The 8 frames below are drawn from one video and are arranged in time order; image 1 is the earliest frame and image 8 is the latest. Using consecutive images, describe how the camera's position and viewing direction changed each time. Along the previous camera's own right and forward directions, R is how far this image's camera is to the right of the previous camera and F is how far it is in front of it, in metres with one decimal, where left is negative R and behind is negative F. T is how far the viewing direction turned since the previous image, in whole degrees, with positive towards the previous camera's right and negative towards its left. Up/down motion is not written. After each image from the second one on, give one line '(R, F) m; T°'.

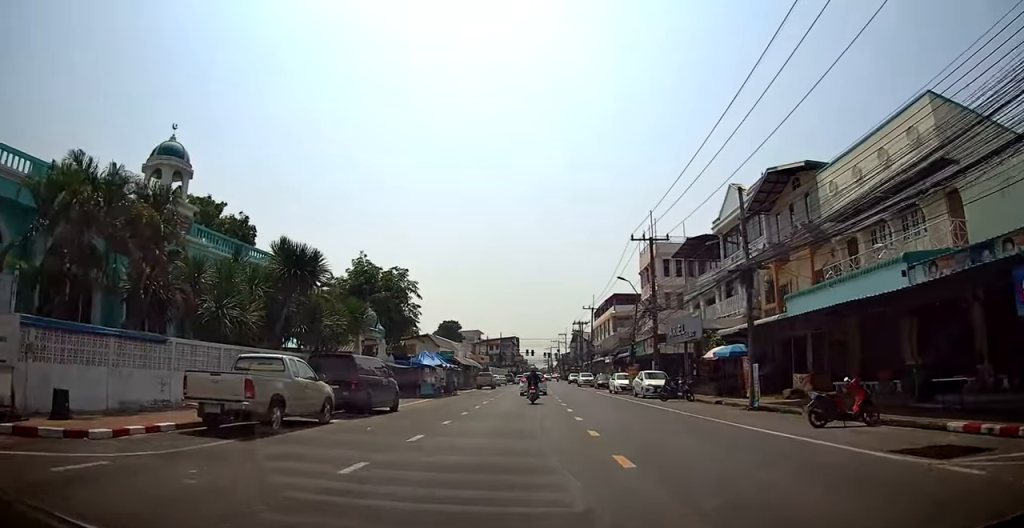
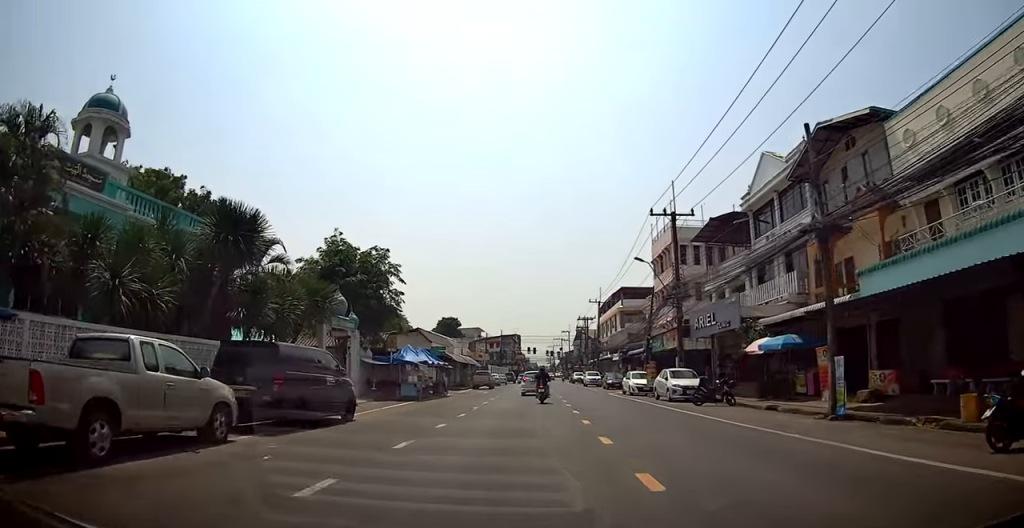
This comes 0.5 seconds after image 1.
(+0.1, +5.4) m; 0°
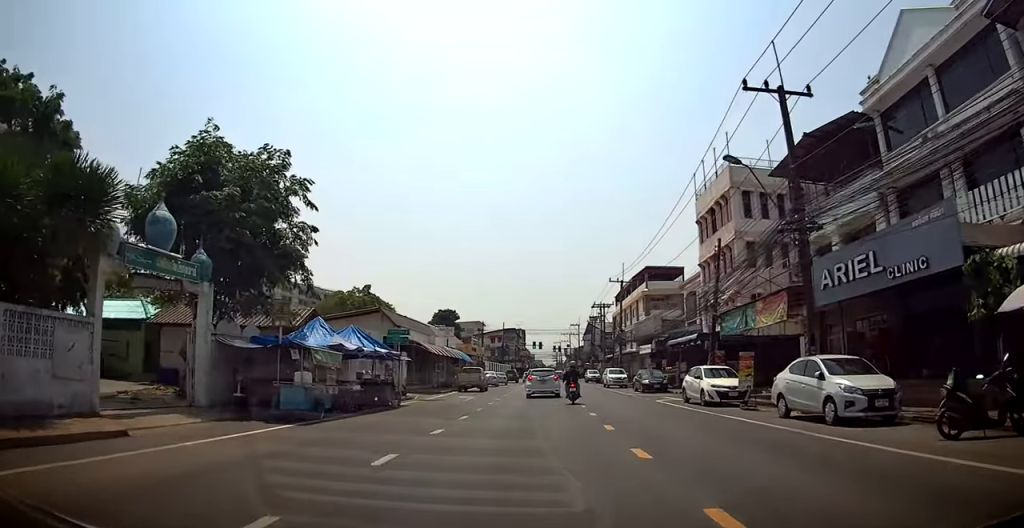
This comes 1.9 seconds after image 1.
(-0.2, +14.1) m; -1°
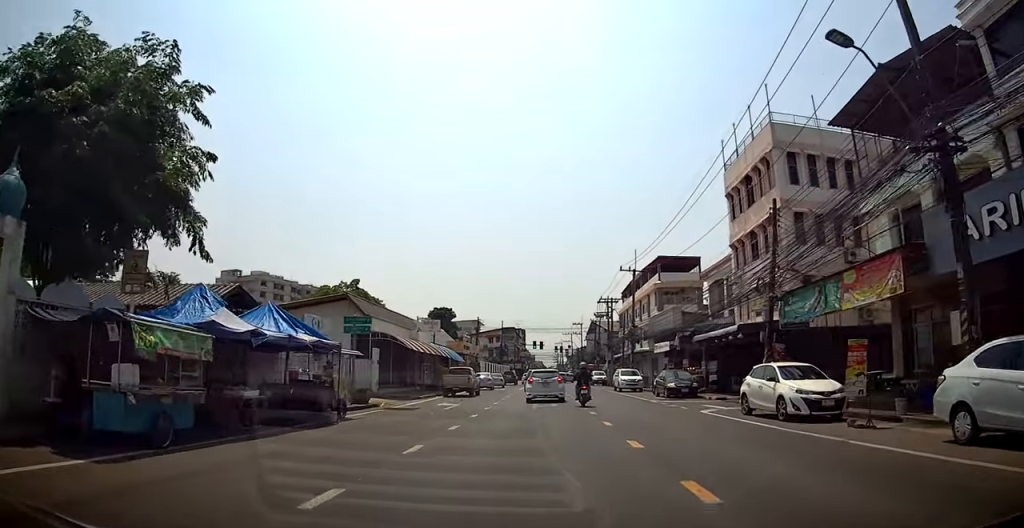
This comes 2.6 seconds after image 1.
(+0.1, +7.3) m; 0°
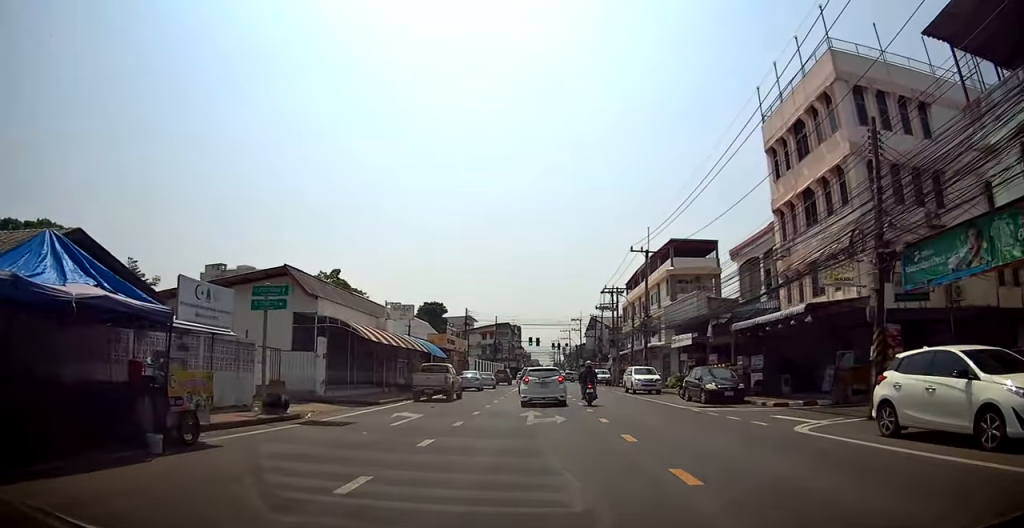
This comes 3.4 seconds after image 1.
(-0.1, +8.4) m; 0°
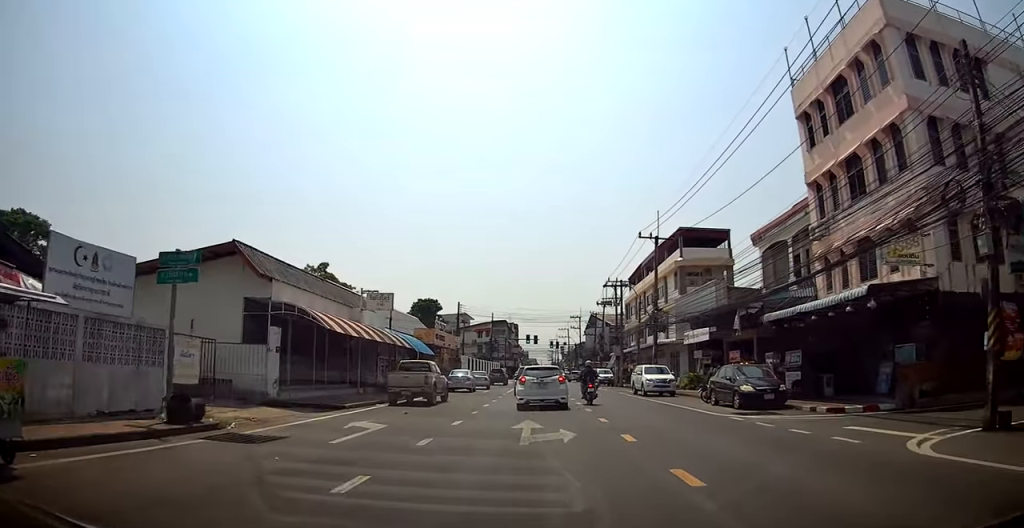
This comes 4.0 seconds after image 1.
(-0.1, +5.1) m; +1°
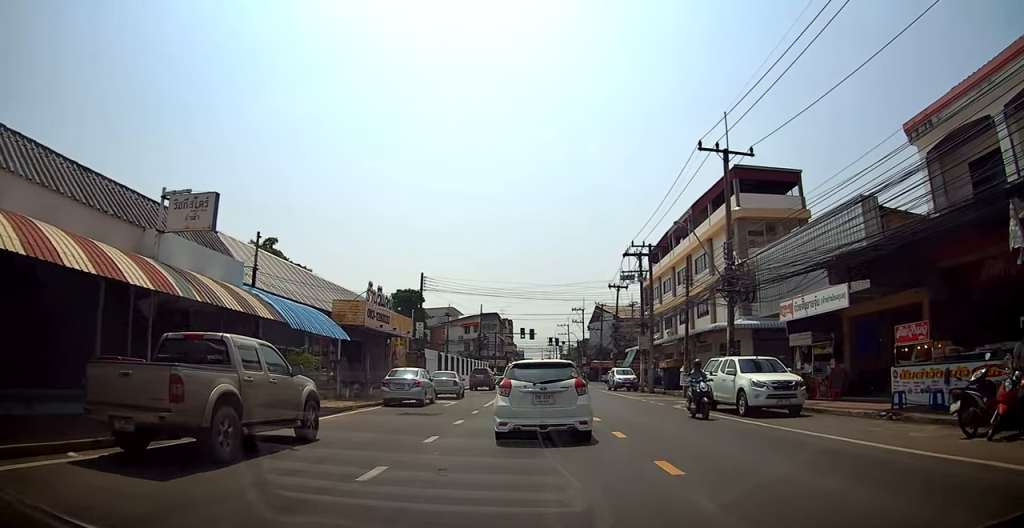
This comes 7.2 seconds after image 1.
(+1.7, +20.8) m; +10°
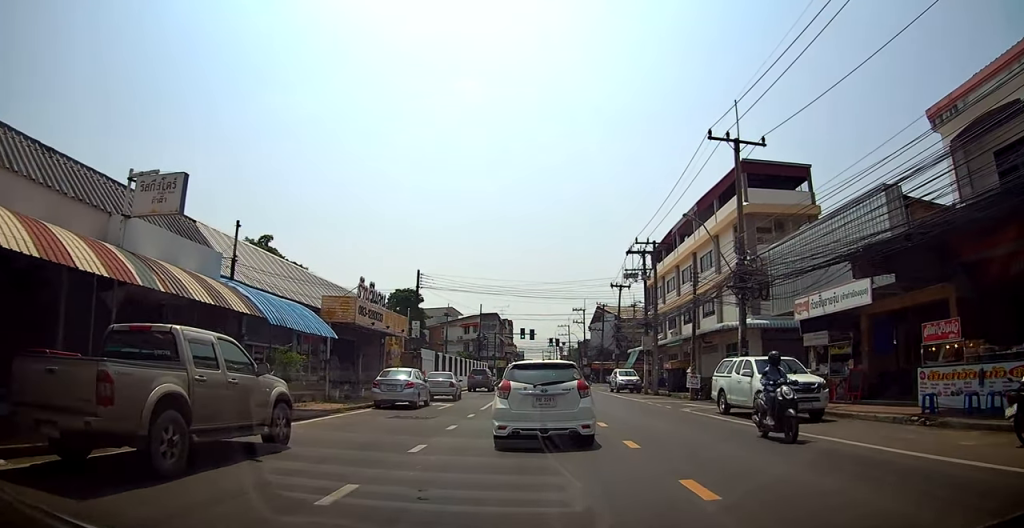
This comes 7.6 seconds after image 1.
(+0.2, +1.9) m; +1°
